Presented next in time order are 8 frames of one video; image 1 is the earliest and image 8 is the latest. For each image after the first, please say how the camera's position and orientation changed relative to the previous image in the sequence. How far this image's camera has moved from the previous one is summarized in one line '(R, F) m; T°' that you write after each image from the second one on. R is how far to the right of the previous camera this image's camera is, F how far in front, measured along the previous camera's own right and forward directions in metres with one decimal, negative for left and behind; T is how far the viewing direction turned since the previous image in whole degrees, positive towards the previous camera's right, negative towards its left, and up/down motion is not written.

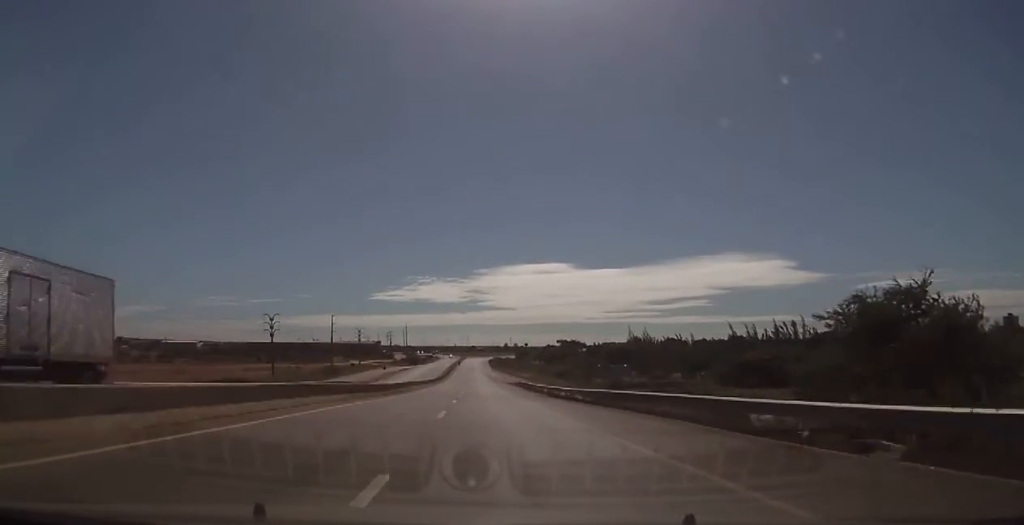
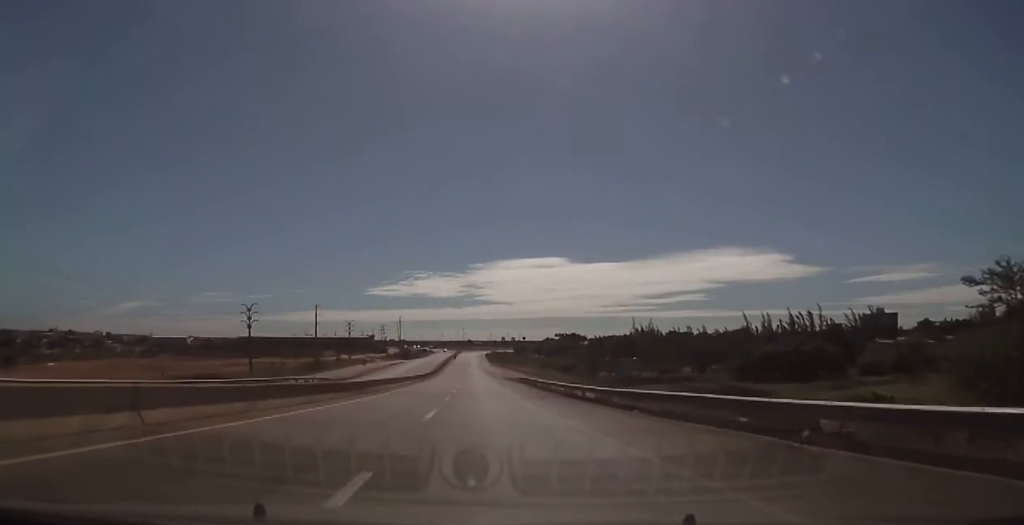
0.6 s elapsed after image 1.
(0.0, +12.5) m; -1°
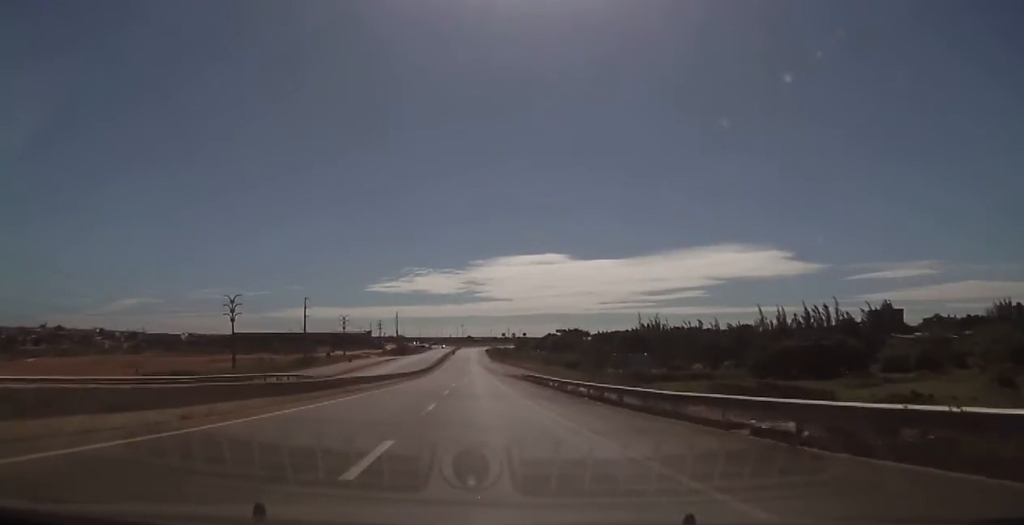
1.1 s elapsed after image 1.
(-0.1, +8.7) m; 0°
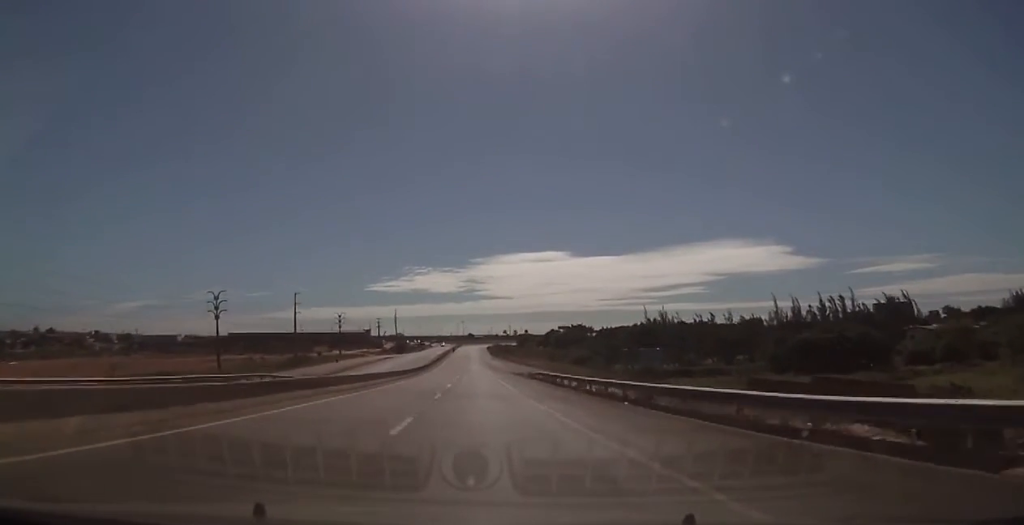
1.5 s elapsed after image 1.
(-0.1, +7.4) m; 0°
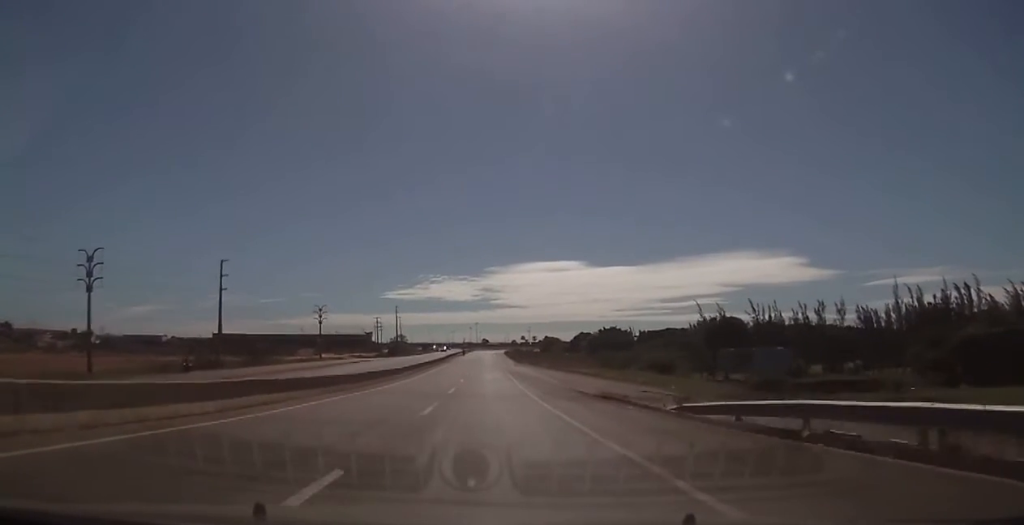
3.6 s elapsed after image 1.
(+0.6, +38.4) m; +1°
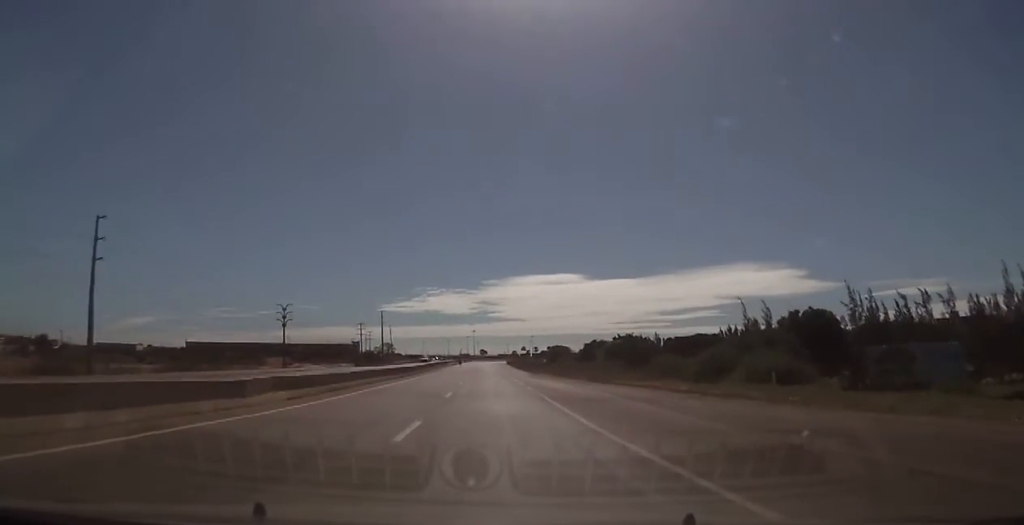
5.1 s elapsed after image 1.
(-0.1, +34.5) m; -1°
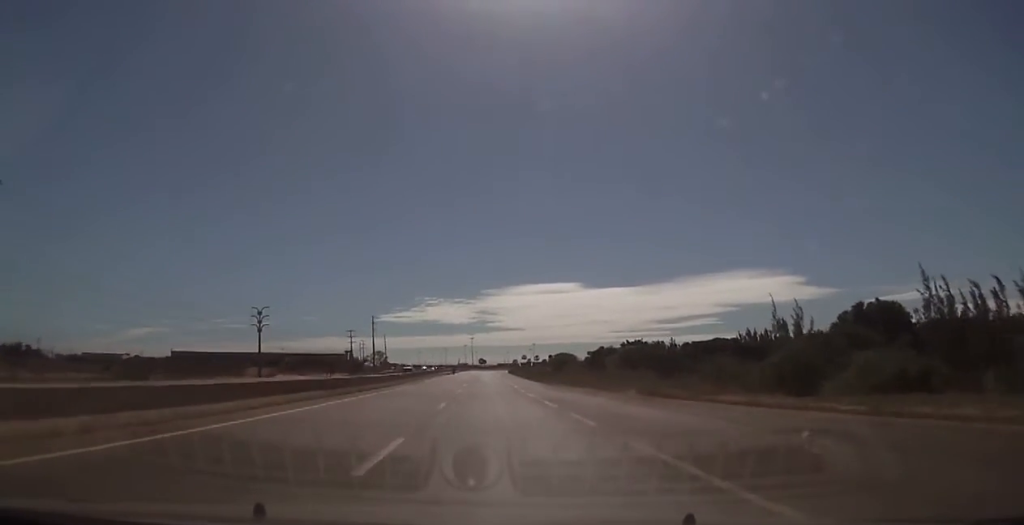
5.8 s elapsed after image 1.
(0.0, +18.9) m; 0°
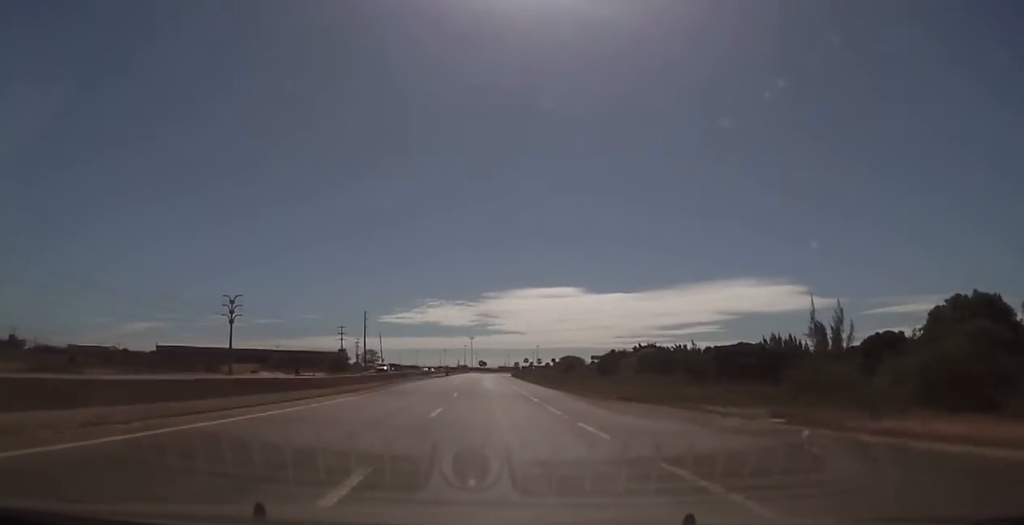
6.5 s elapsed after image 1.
(-0.1, +19.5) m; 0°
